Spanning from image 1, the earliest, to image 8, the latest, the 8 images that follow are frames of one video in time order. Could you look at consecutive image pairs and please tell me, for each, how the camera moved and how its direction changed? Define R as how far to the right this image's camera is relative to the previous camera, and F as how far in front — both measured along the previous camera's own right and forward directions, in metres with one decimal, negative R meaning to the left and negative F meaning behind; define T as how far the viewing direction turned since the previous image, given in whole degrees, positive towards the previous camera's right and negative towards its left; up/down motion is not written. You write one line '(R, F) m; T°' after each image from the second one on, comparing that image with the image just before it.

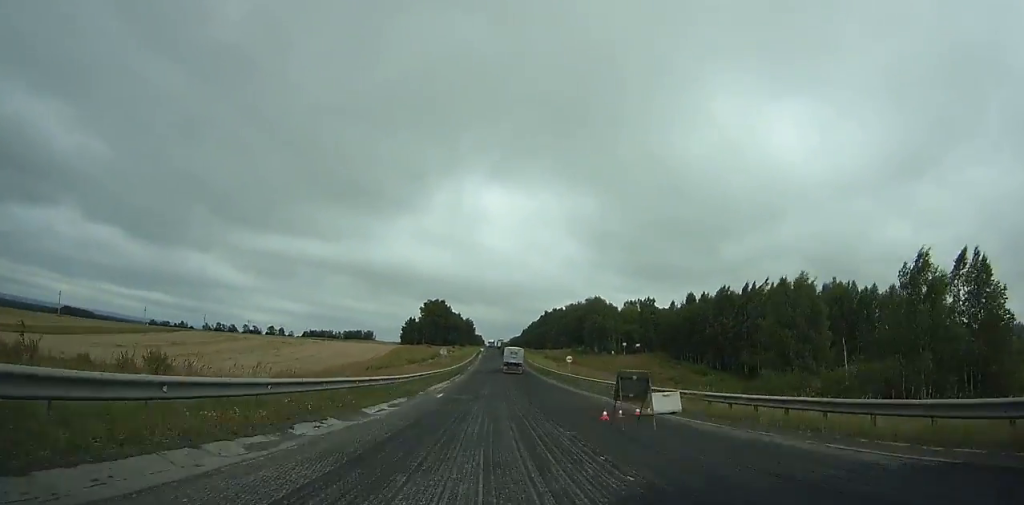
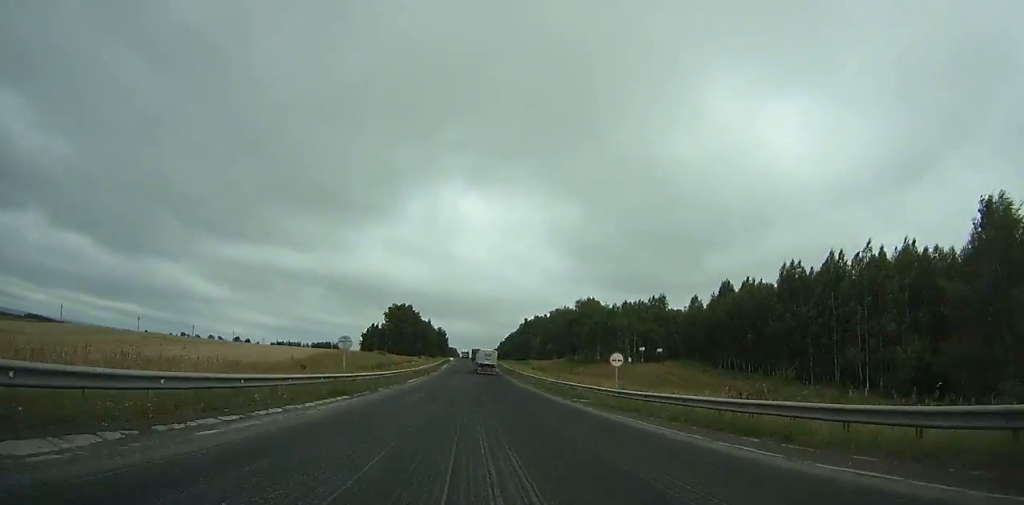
(+0.1, +40.6) m; +1°
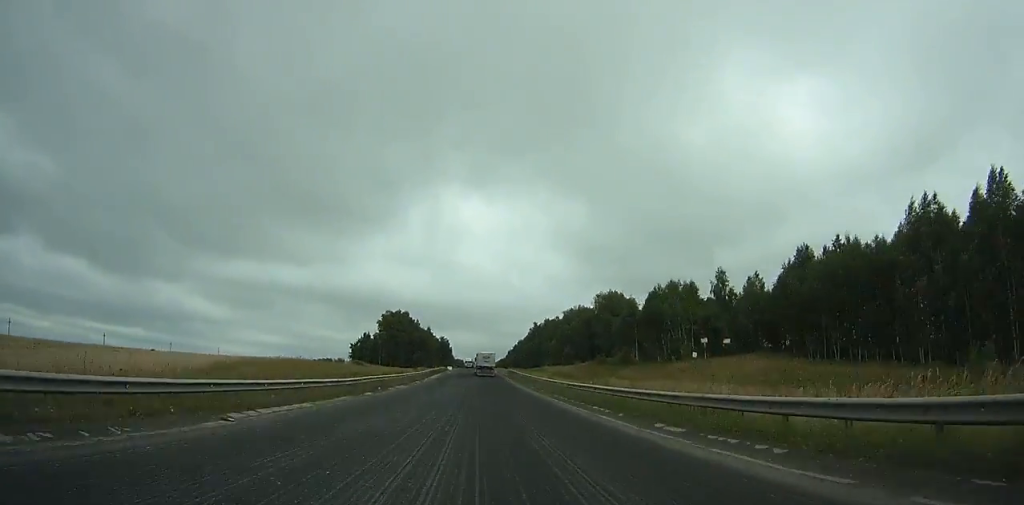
(+0.3, +30.9) m; 0°
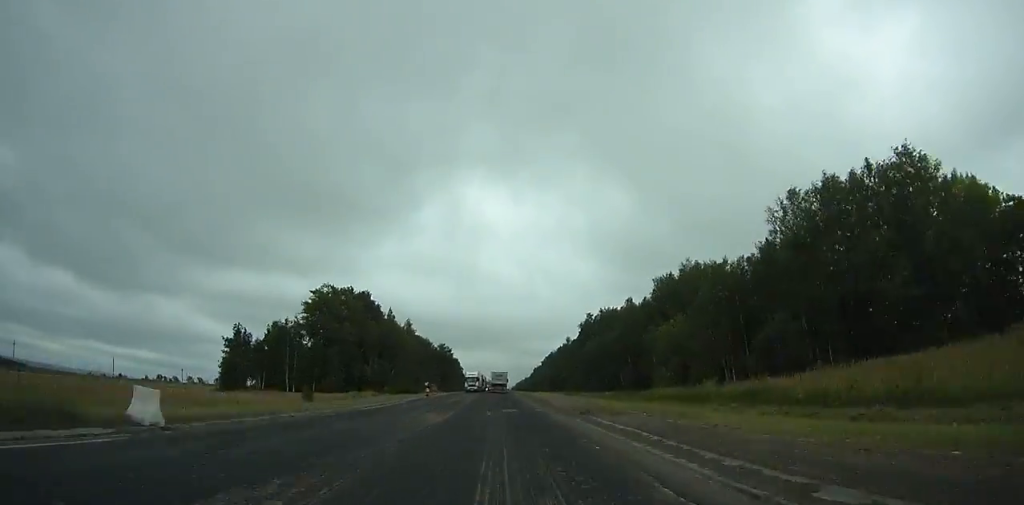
(-1.7, +121.6) m; -1°
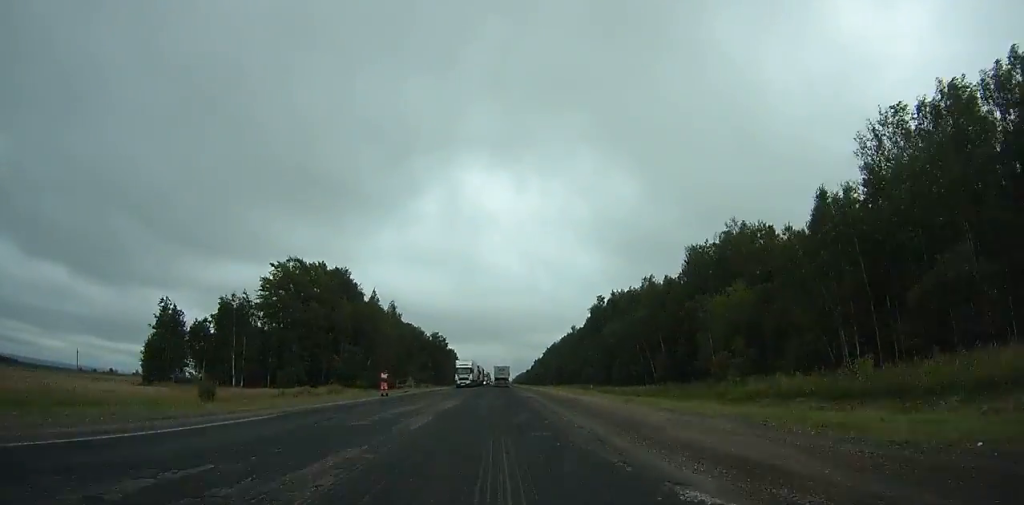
(0.0, +24.4) m; 0°
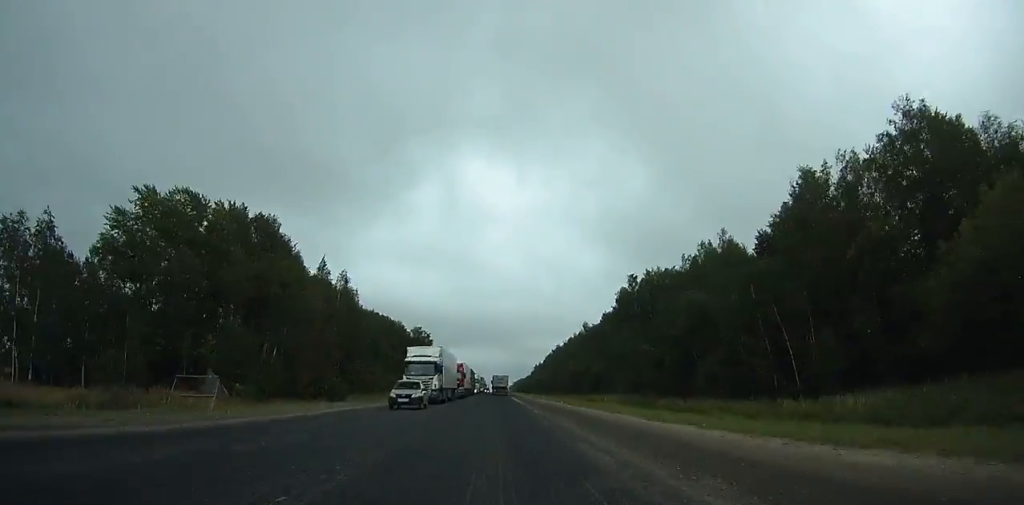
(0.0, +44.8) m; 0°
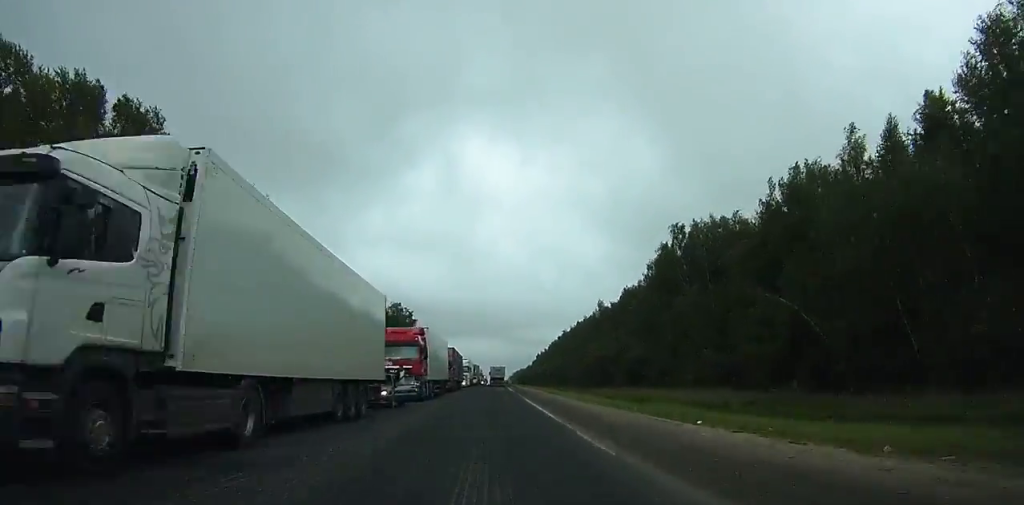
(+0.1, +35.5) m; 0°
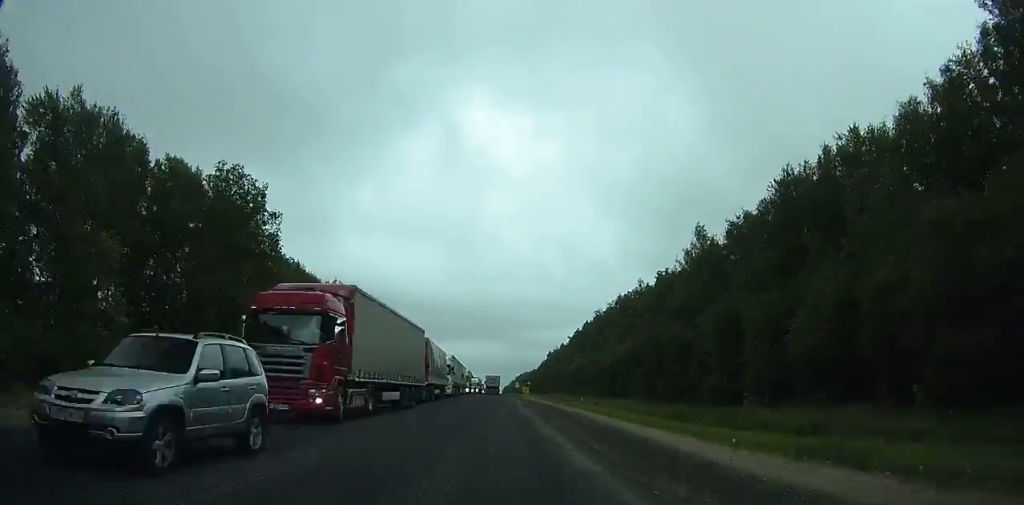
(-0.1, +96.6) m; 0°
